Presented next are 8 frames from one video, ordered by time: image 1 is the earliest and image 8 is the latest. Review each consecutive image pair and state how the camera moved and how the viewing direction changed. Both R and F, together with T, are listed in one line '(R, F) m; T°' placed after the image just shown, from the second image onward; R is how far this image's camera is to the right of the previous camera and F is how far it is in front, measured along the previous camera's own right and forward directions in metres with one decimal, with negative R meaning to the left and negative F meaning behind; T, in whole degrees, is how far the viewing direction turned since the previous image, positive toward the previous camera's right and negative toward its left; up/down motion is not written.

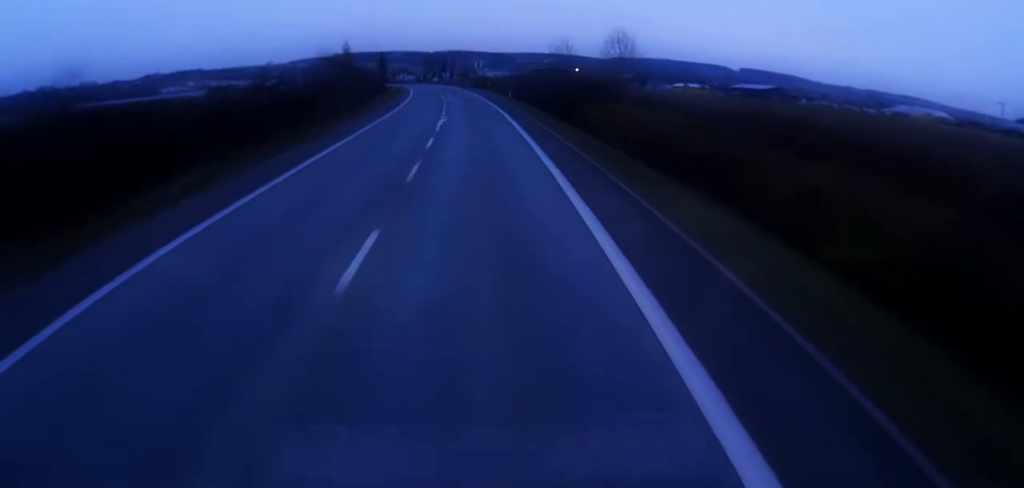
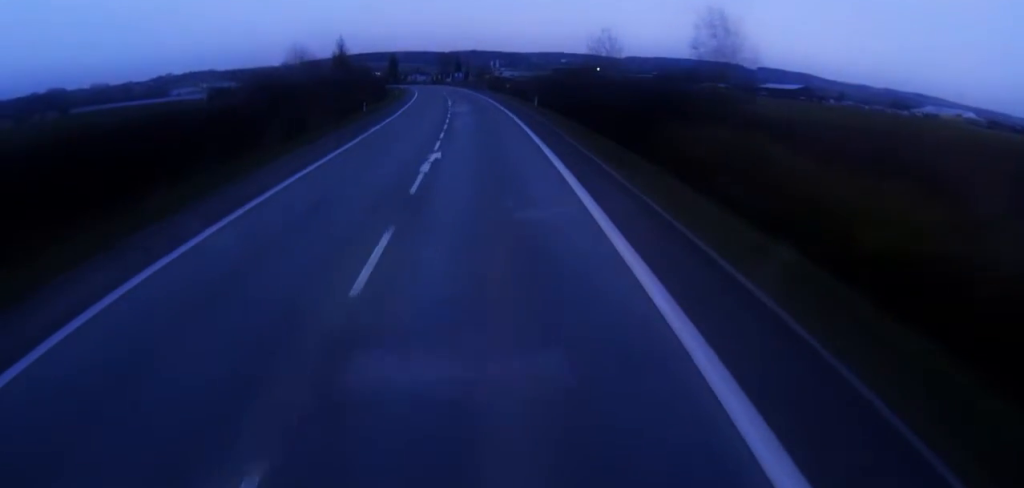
(0.0, +15.7) m; 0°
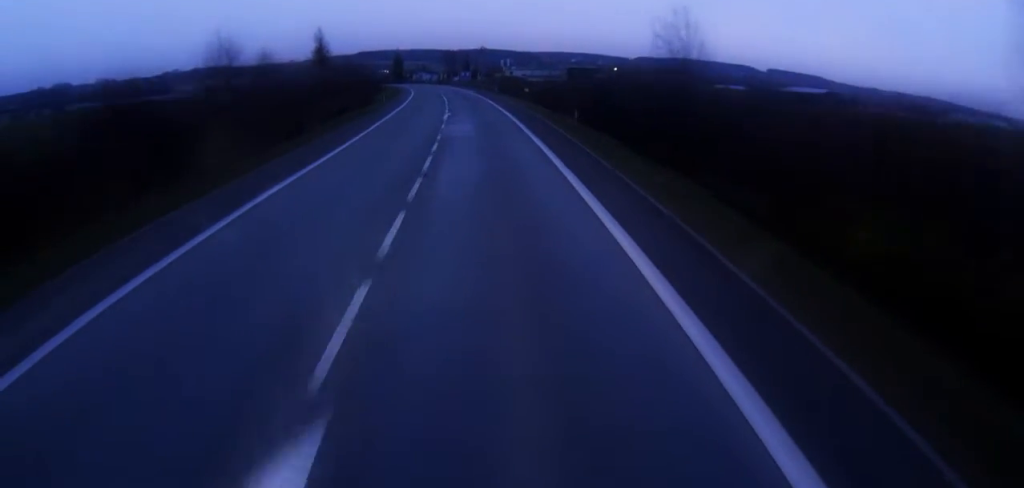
(0.0, +18.2) m; 0°
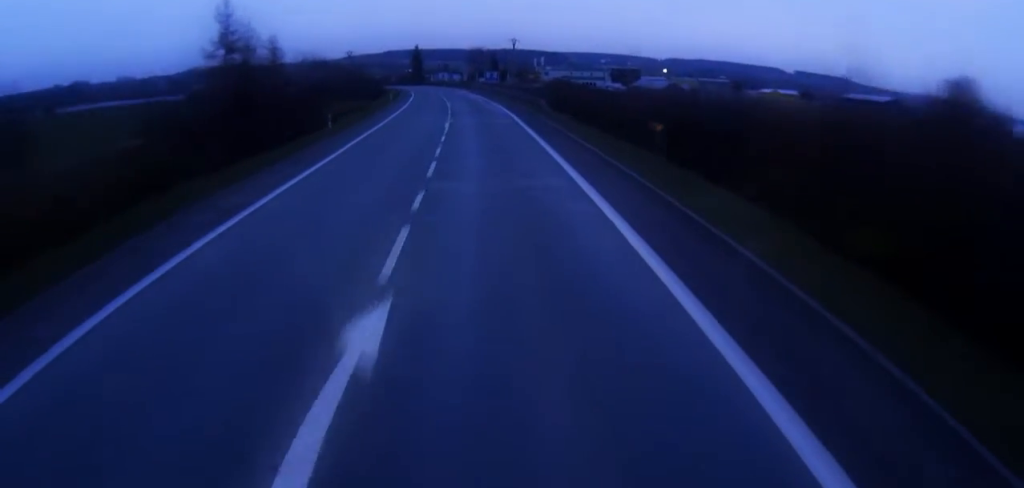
(-0.2, +36.8) m; -1°
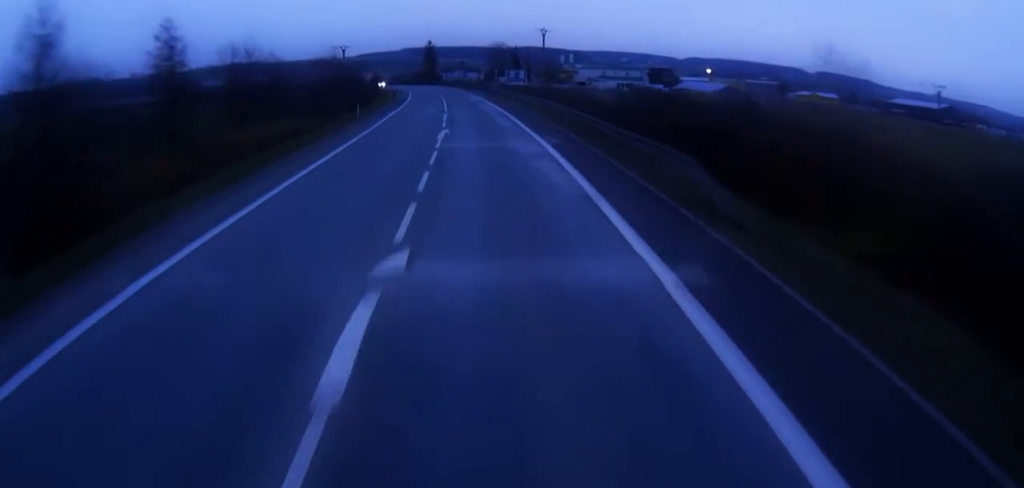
(-0.1, +29.1) m; 0°
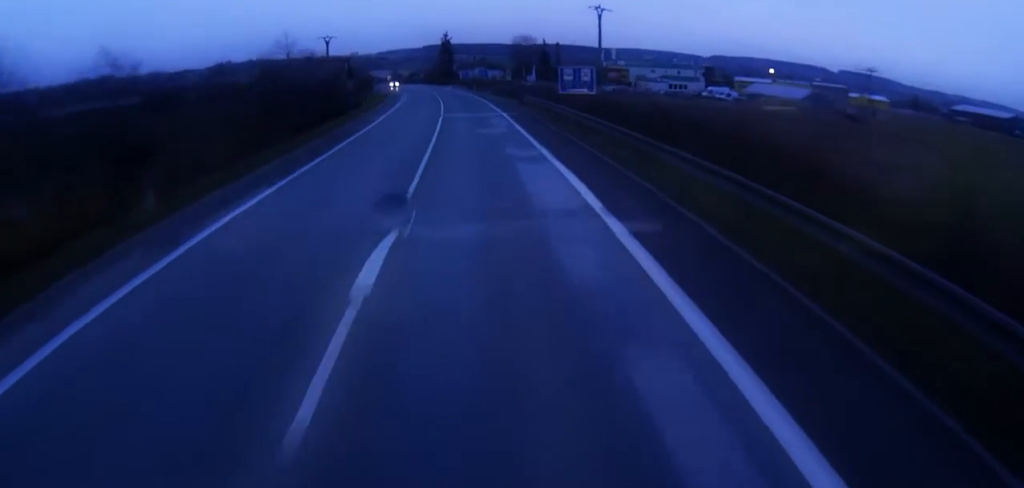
(-0.1, +34.5) m; -2°
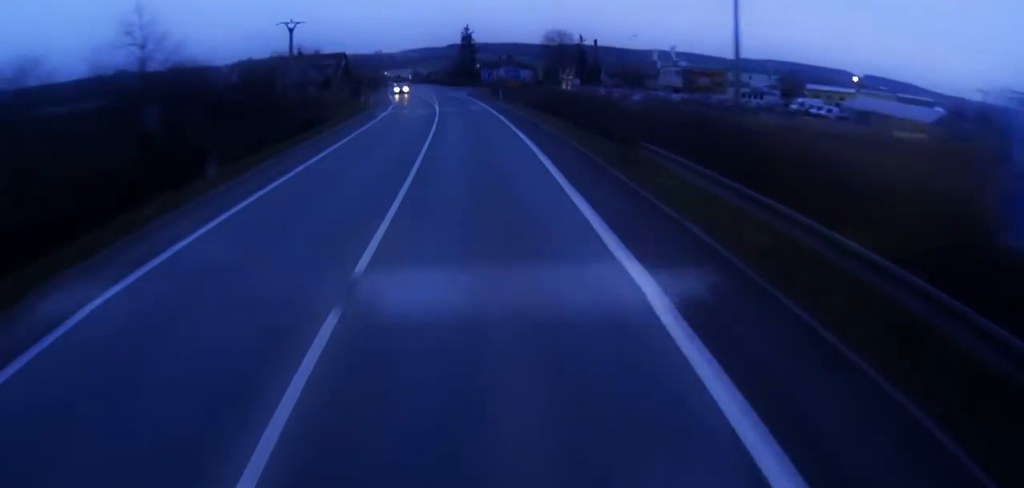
(-1.0, +35.1) m; -2°
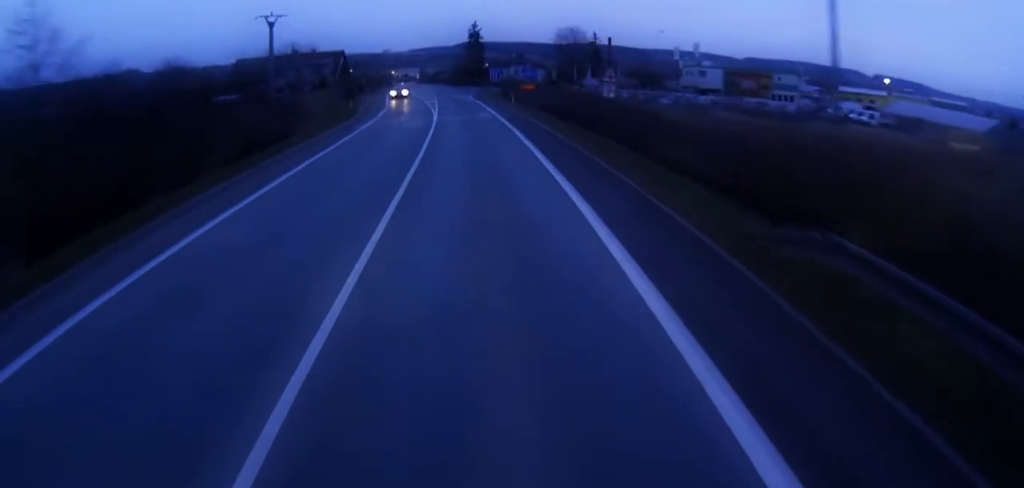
(0.0, +10.9) m; 0°
